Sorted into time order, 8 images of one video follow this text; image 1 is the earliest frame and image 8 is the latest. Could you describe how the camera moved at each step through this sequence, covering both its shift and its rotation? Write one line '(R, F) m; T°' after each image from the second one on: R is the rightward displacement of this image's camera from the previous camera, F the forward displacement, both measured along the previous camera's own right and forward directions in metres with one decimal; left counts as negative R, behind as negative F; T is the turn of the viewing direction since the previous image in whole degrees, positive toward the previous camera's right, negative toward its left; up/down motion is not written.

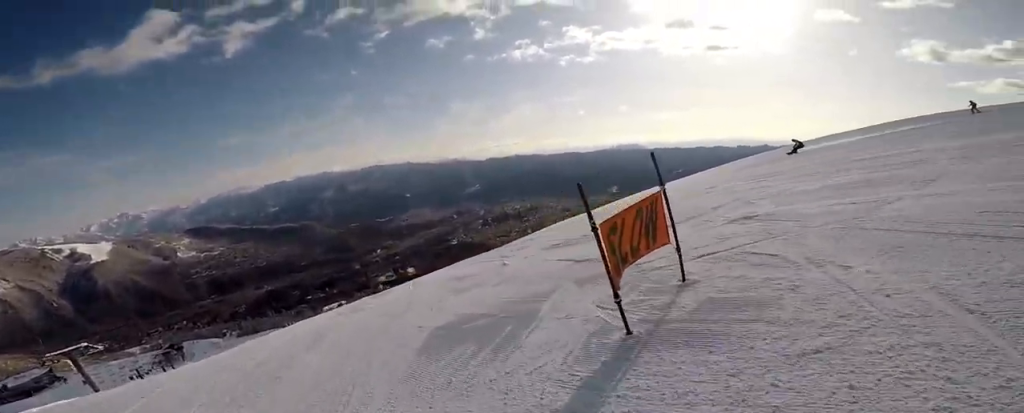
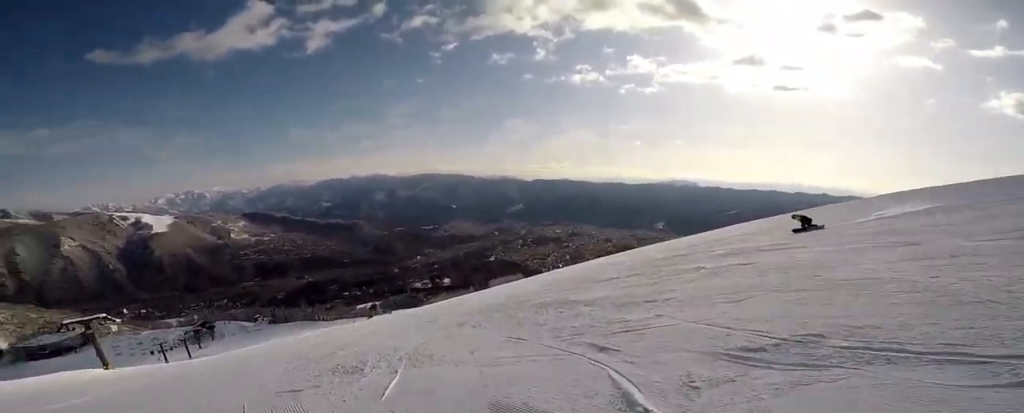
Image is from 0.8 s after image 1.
(+1.2, +4.3) m; +15°
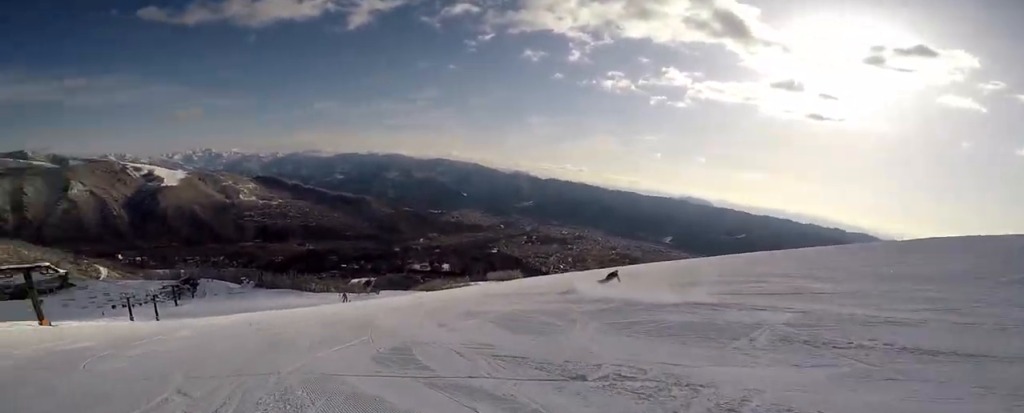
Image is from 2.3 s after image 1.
(+0.6, +8.0) m; -10°
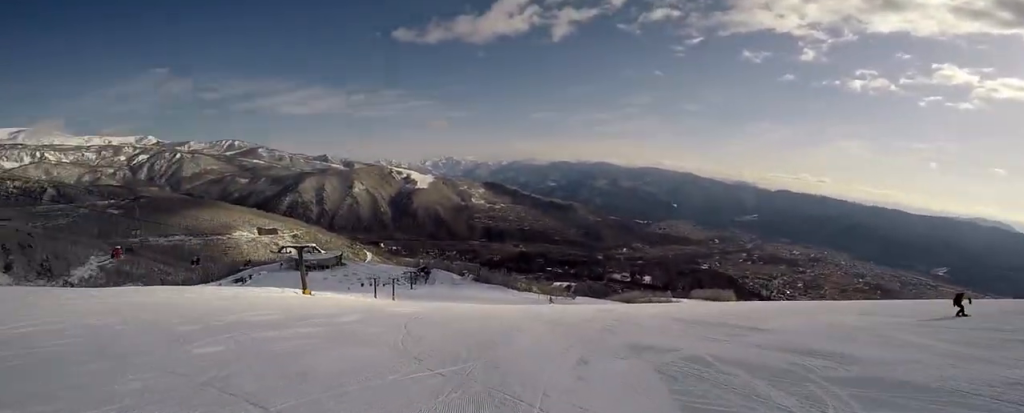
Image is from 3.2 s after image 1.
(-0.4, +3.9) m; -29°
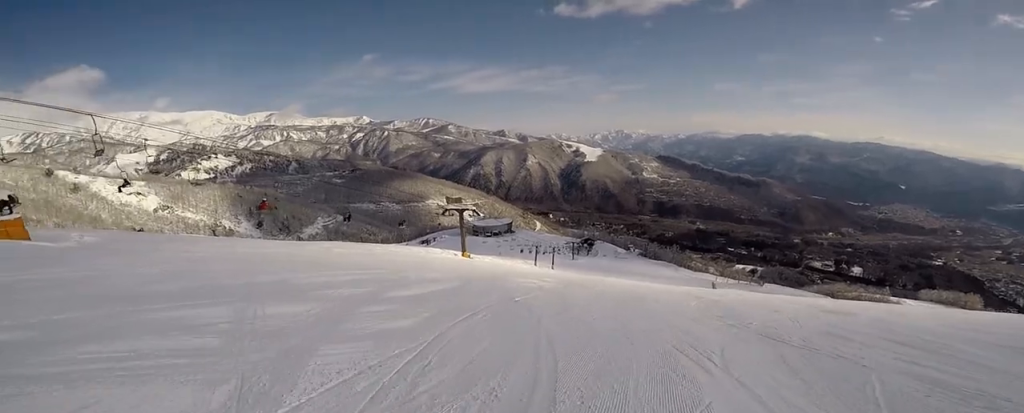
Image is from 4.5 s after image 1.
(-2.5, +6.8) m; -25°
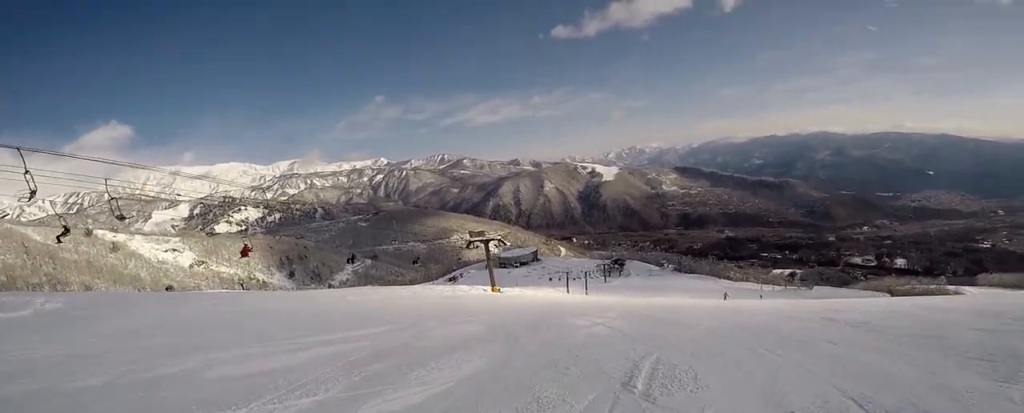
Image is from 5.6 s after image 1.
(-0.7, +6.0) m; 0°
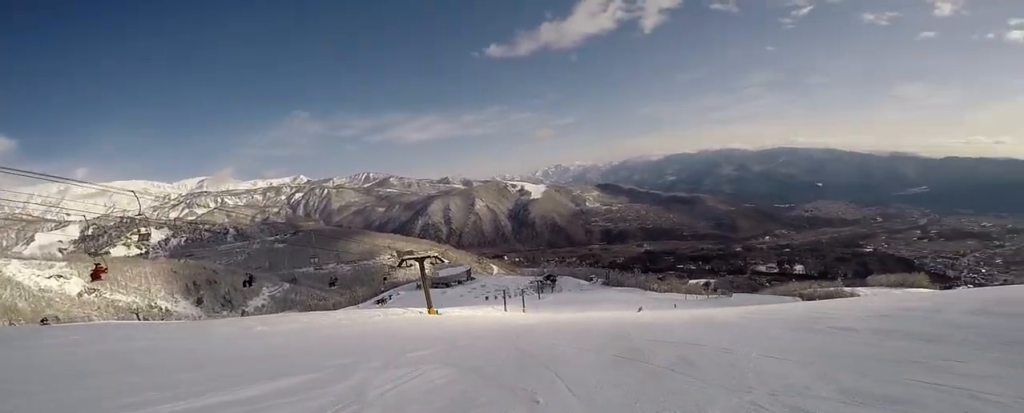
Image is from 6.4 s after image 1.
(+0.3, +4.4) m; +12°
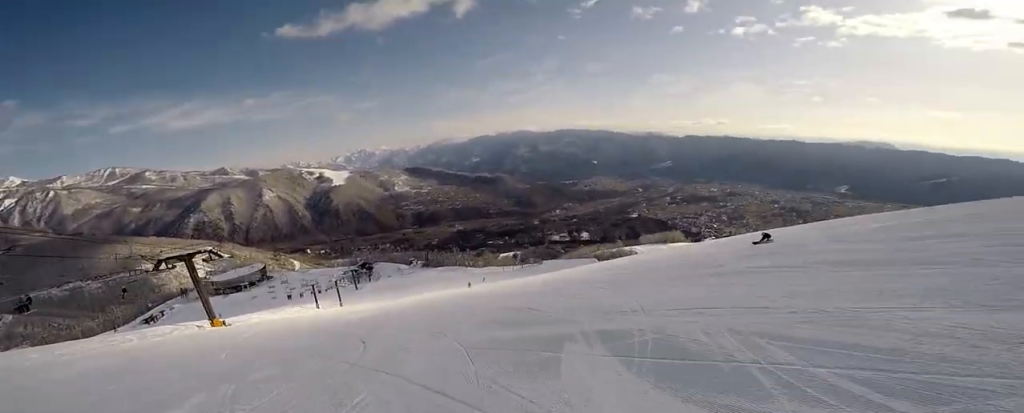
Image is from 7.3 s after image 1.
(+1.3, +5.8) m; +23°
